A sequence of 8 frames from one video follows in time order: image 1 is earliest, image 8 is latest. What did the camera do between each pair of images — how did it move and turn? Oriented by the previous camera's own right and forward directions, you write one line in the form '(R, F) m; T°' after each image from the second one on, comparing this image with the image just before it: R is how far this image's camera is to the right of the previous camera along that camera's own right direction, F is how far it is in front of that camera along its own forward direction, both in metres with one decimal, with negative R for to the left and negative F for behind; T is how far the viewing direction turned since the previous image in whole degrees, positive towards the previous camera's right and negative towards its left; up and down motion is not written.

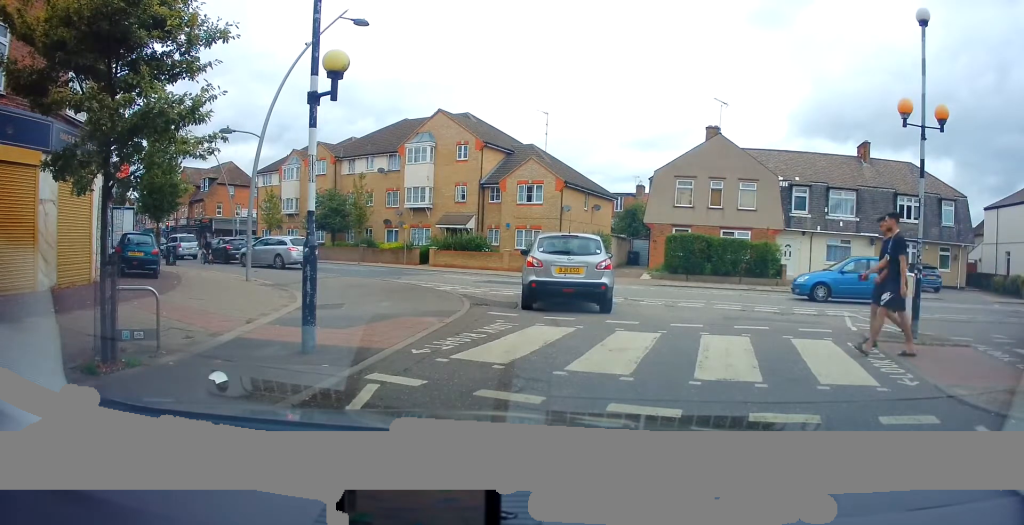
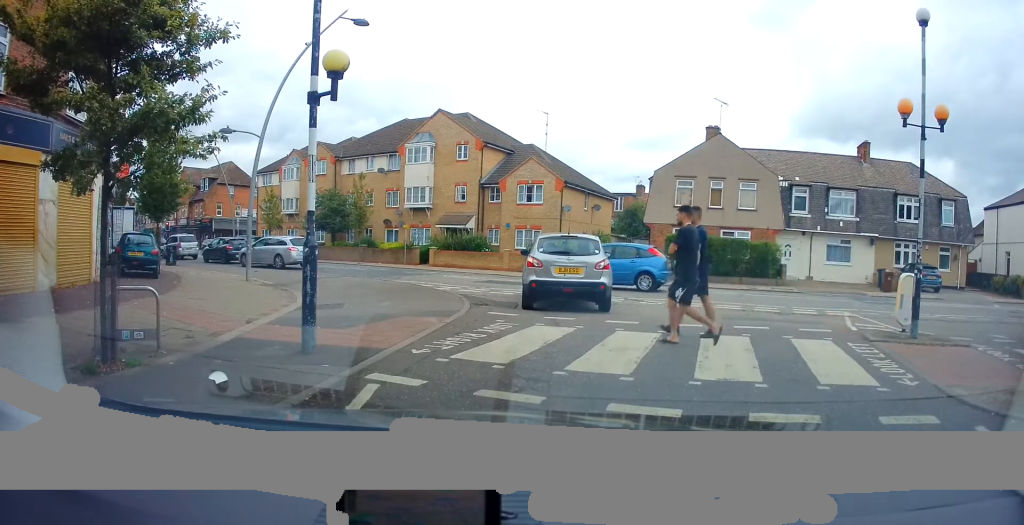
(0.0, 0.0) m; 0°
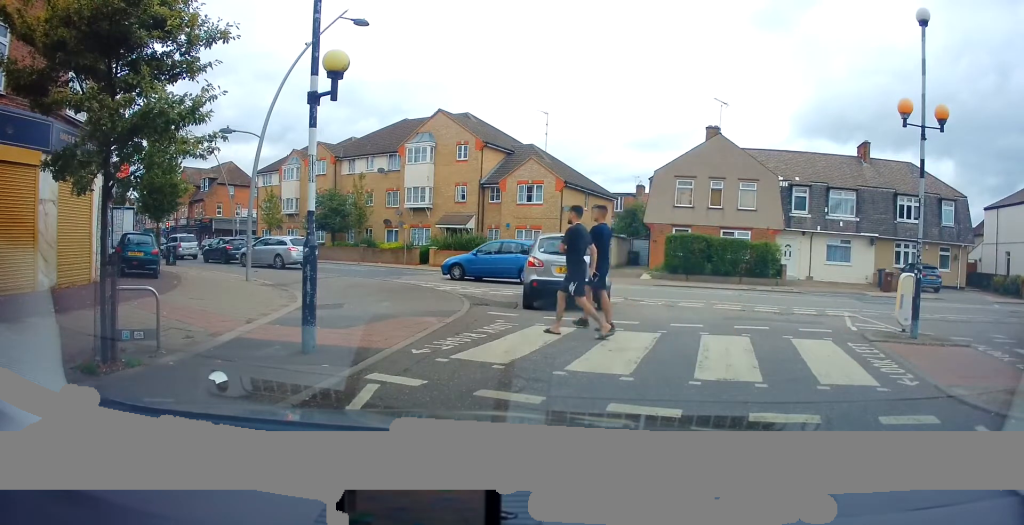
(0.0, 0.0) m; 0°
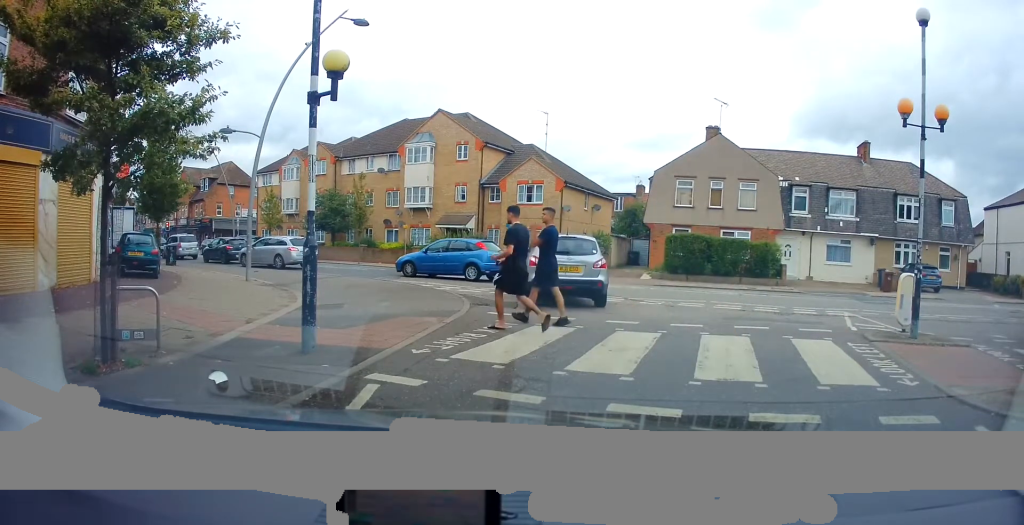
(0.0, 0.0) m; 0°
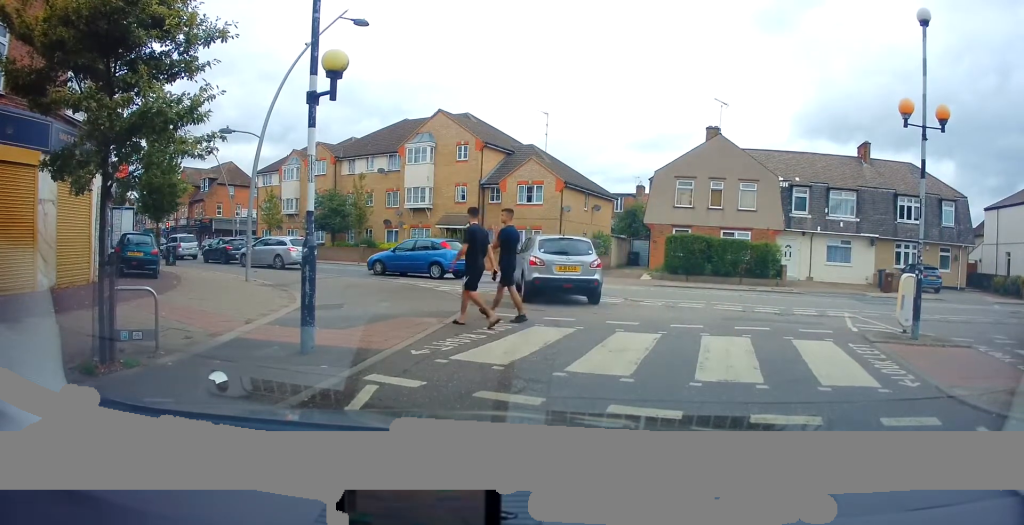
(0.0, 0.0) m; 0°
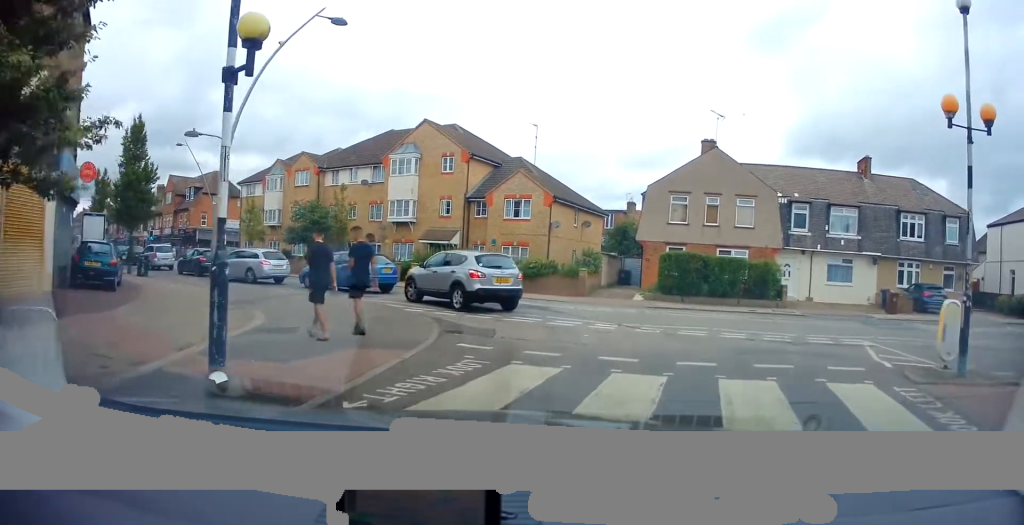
(+0.1, +0.8) m; 0°
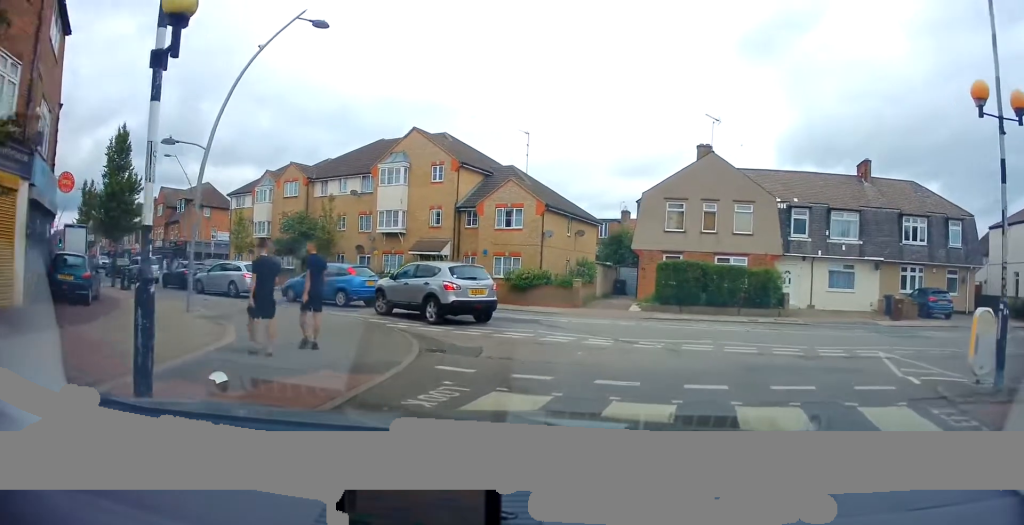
(+0.1, +0.6) m; -1°
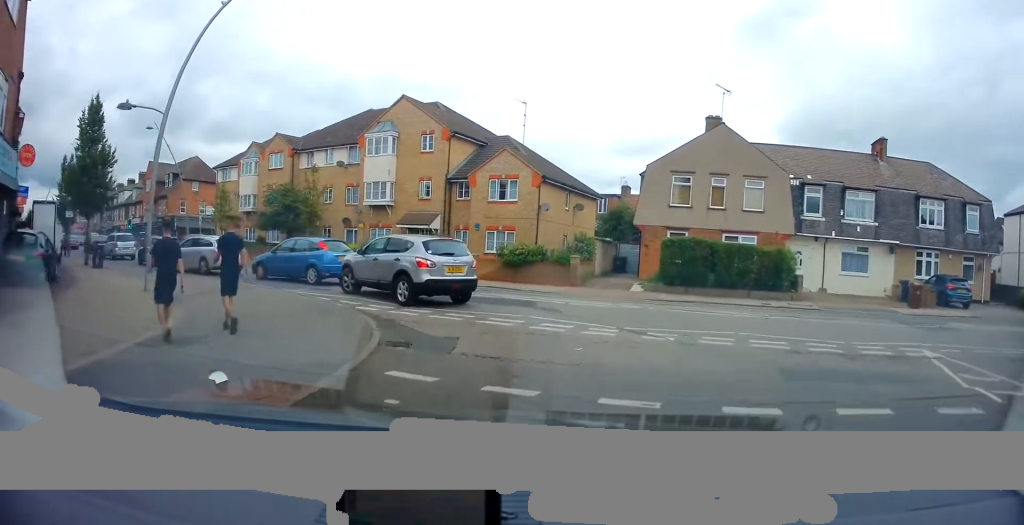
(0.0, +1.2) m; +1°
